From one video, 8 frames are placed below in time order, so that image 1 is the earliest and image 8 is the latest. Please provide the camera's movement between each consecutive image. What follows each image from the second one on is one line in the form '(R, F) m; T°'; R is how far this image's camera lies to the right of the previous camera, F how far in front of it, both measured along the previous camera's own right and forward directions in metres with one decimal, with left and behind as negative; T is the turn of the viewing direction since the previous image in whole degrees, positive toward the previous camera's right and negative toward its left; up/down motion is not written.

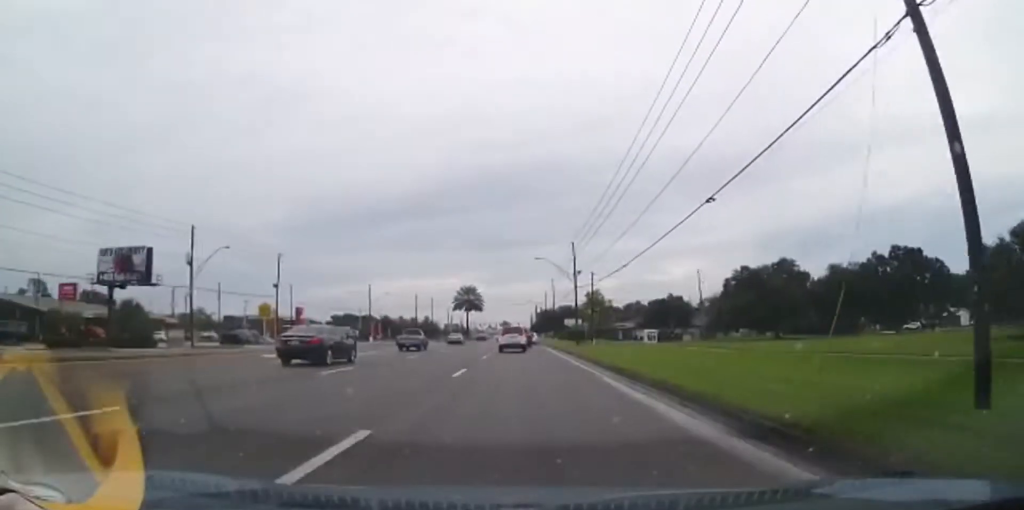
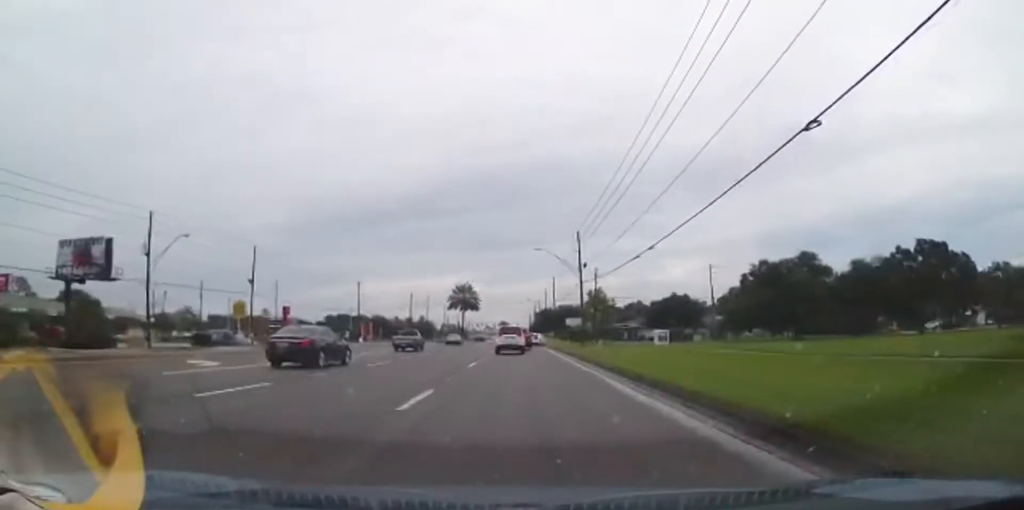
(0.0, +7.4) m; +1°
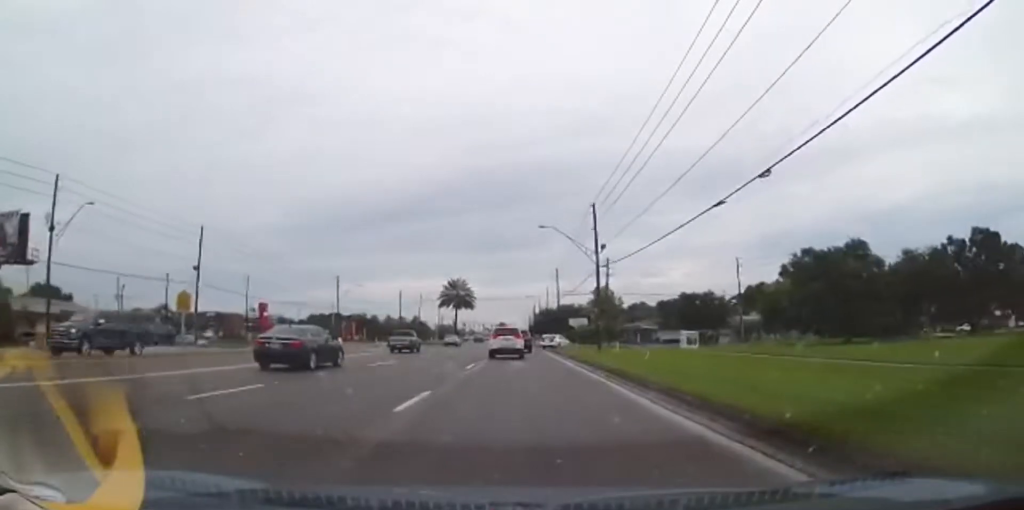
(+0.2, +13.6) m; +2°
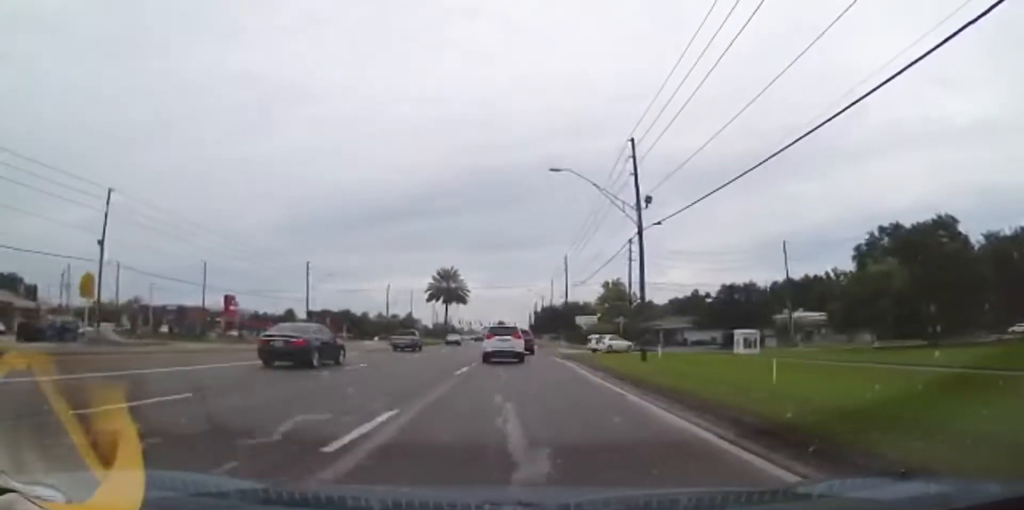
(+0.2, +16.2) m; 0°
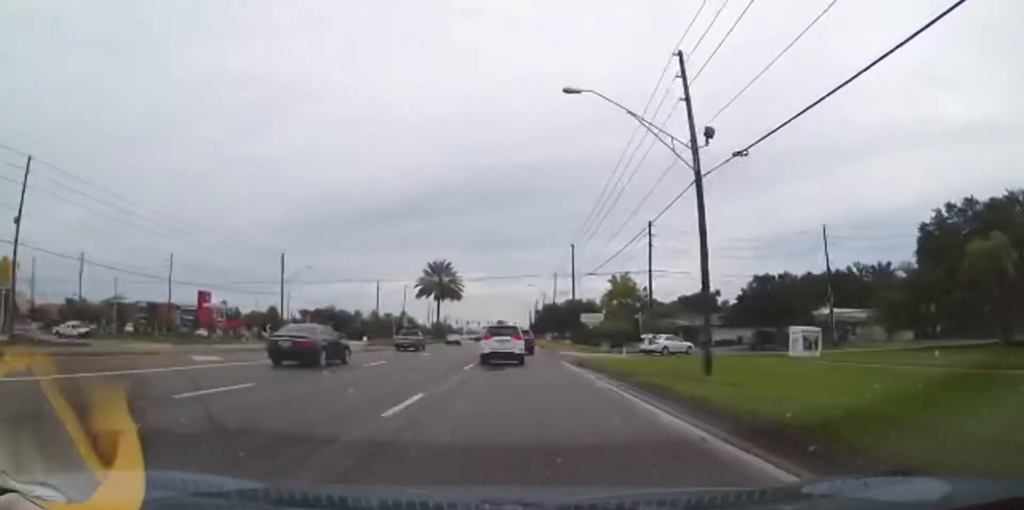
(-0.1, +9.6) m; -1°
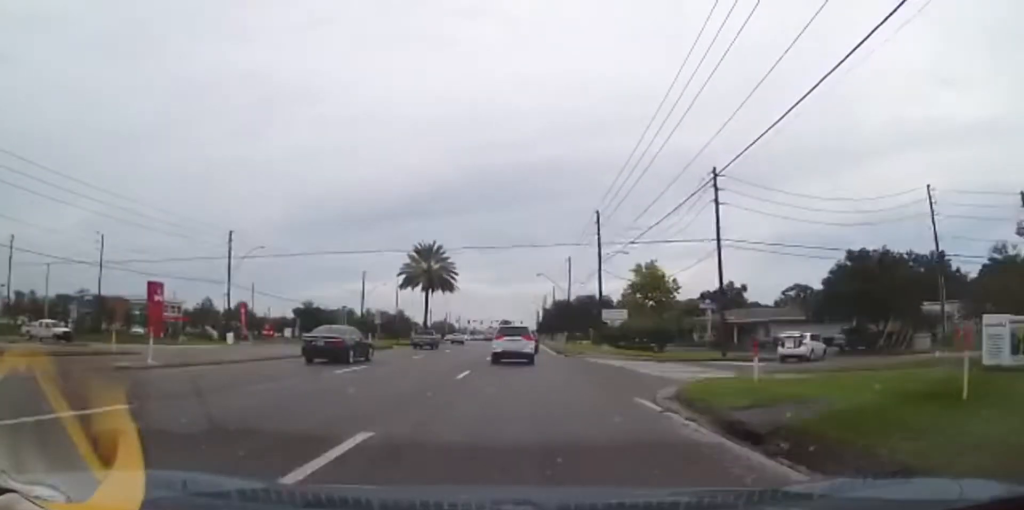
(-0.1, +15.5) m; -1°
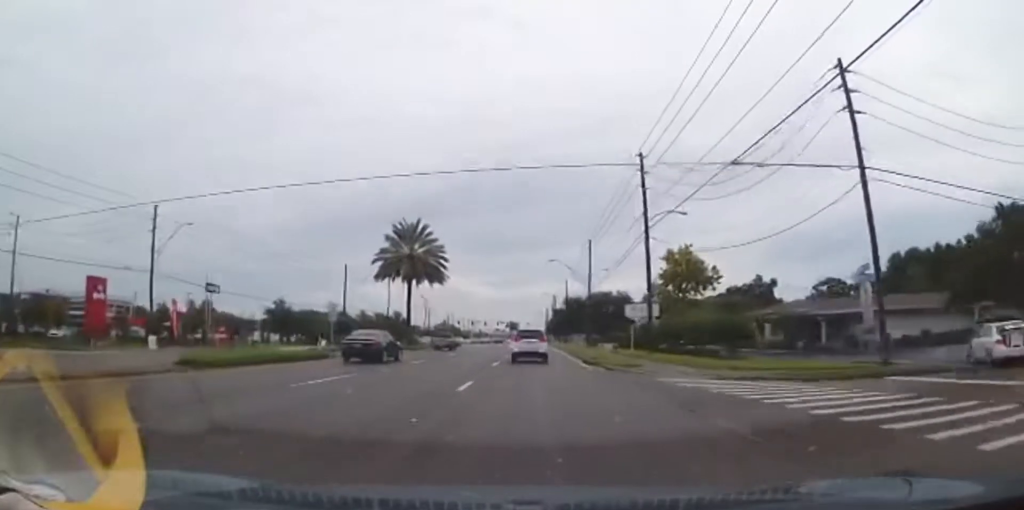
(-0.2, +14.5) m; -1°
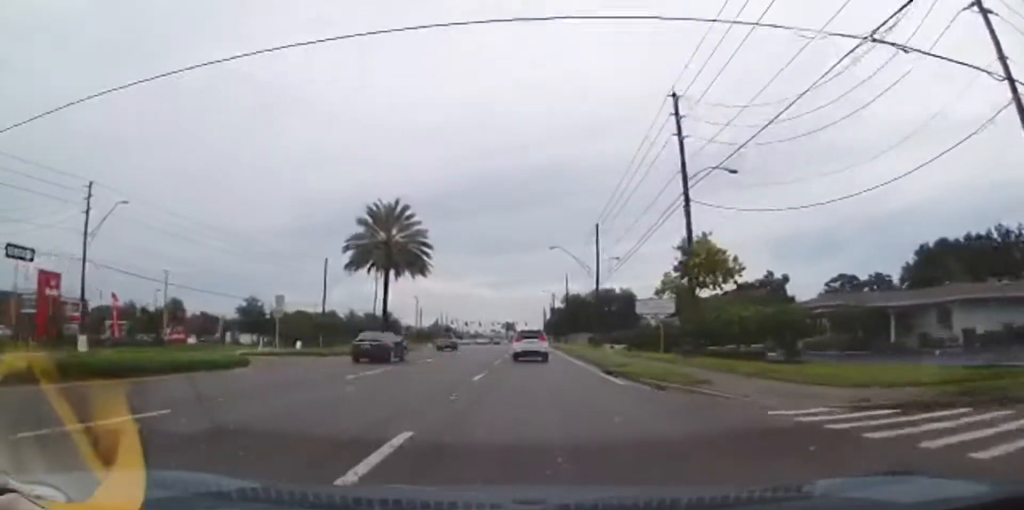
(0.0, +8.0) m; 0°
